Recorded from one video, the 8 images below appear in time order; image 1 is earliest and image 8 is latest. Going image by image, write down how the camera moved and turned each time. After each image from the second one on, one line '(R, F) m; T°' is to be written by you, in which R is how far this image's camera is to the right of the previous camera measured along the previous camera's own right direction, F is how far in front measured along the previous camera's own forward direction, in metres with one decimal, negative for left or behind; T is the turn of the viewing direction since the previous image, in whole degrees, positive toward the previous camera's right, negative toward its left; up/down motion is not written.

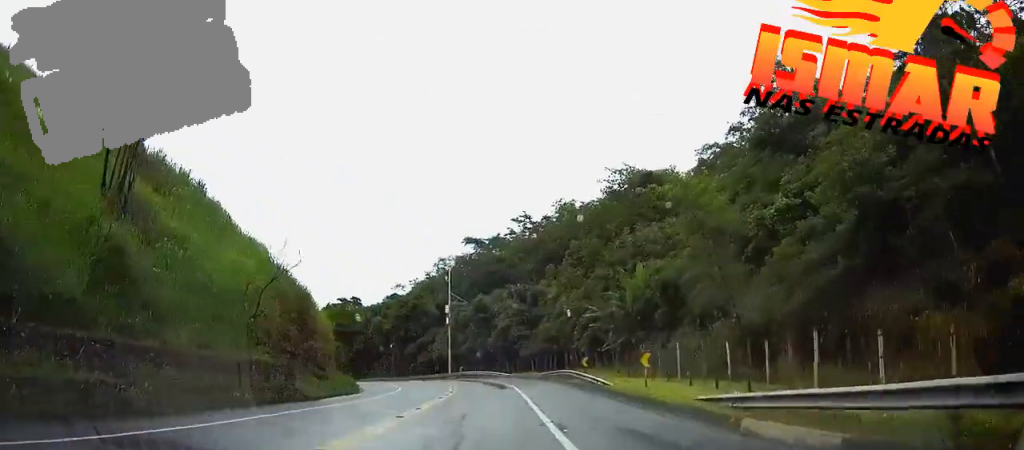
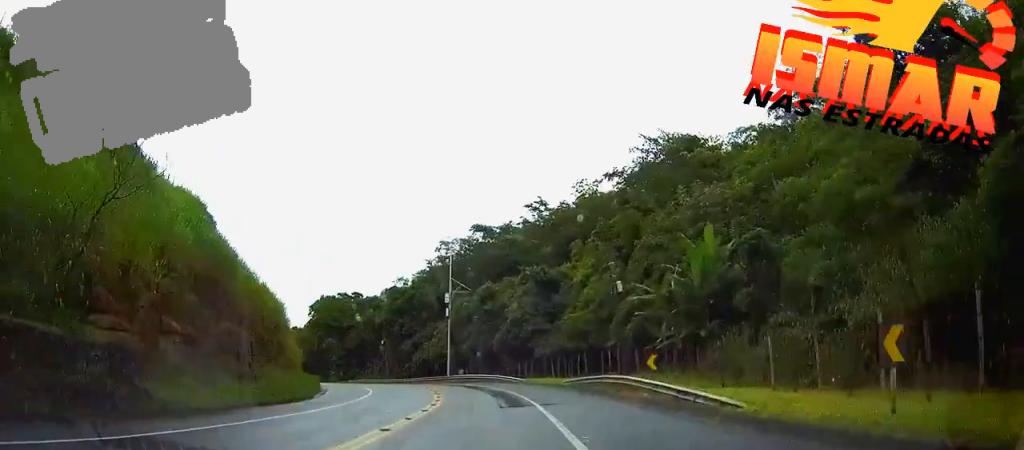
(+0.3, +32.3) m; -1°
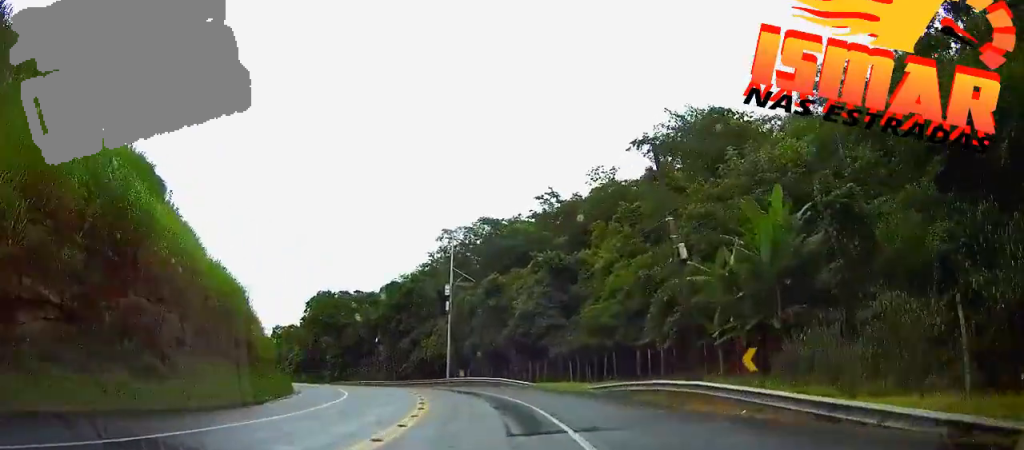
(-0.1, +8.4) m; -1°
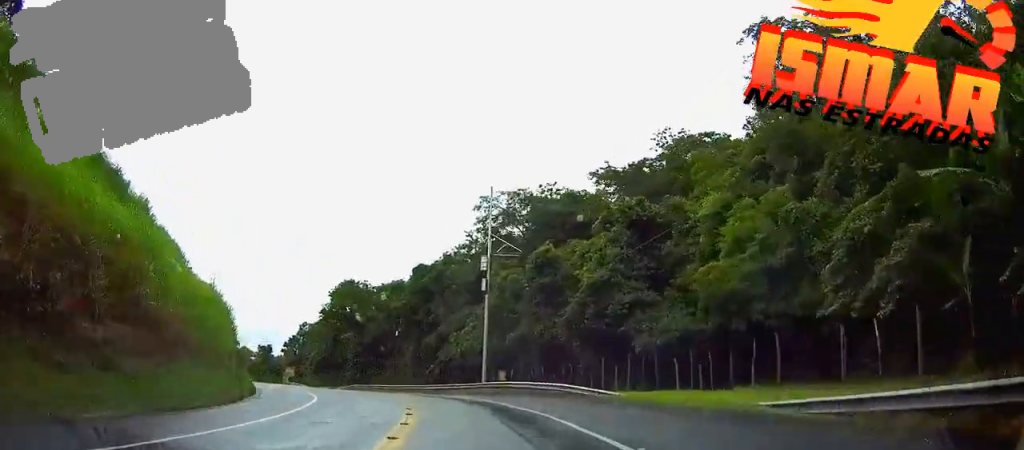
(-0.2, +14.7) m; -6°
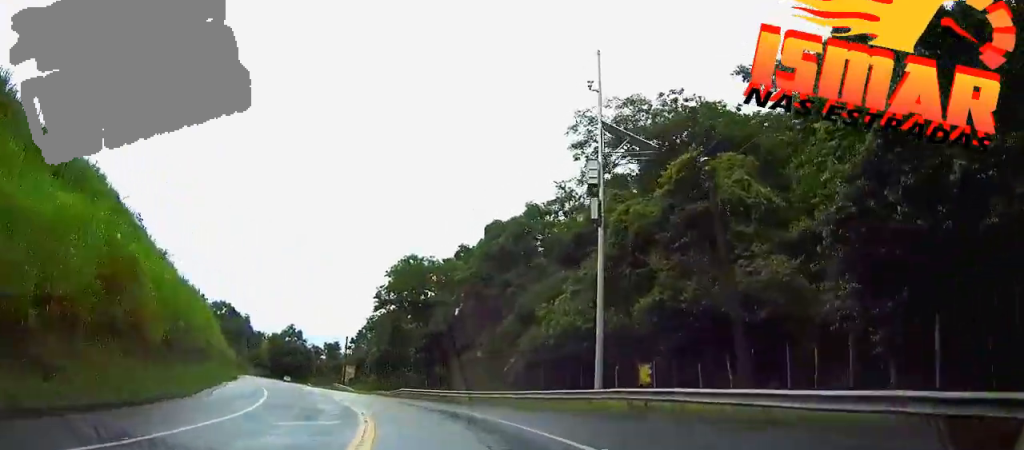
(-2.1, +20.7) m; -9°
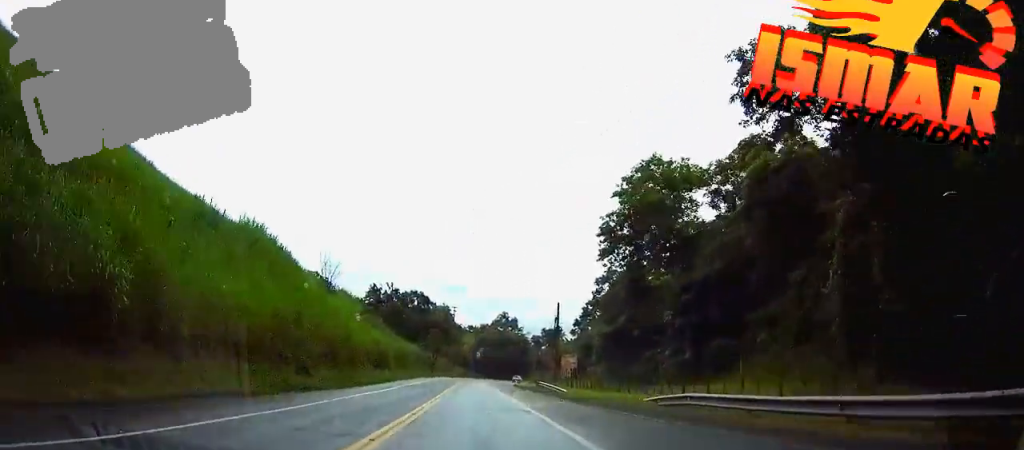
(-0.7, +33.9) m; -4°
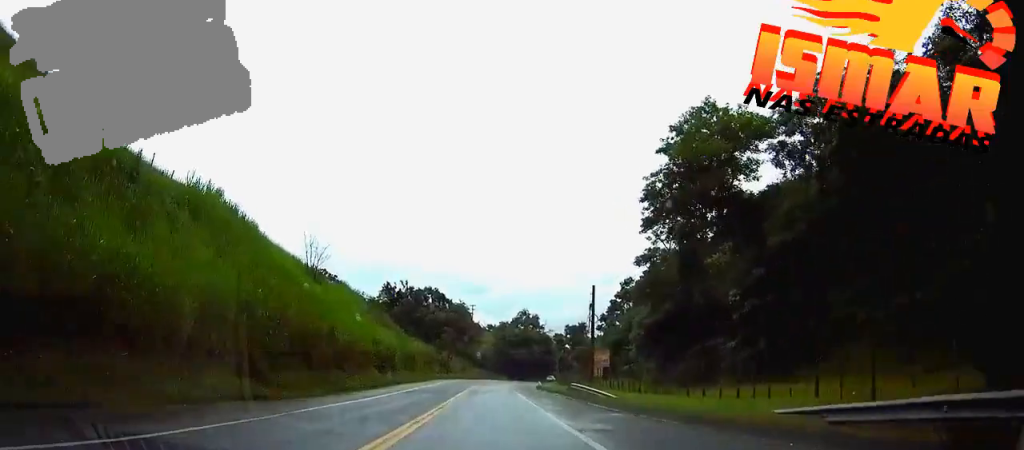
(-0.3, +9.6) m; -2°
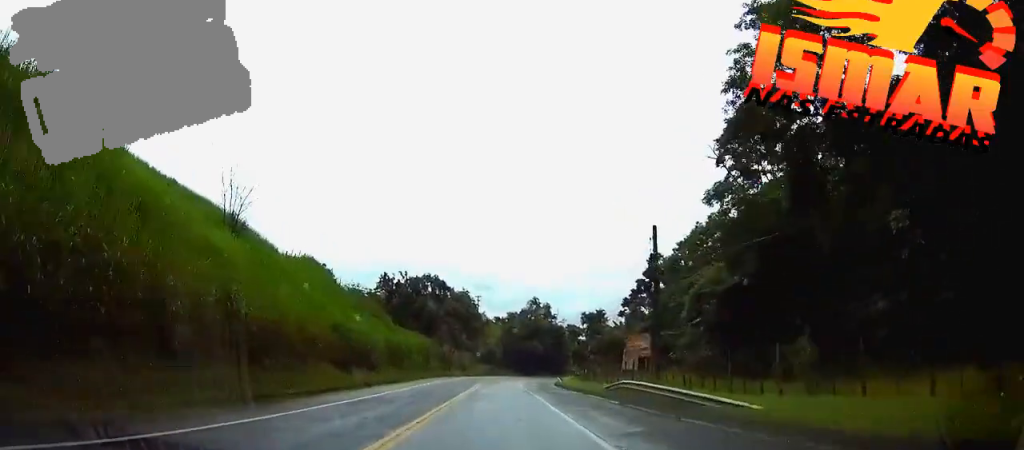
(-0.8, +16.5) m; -3°
